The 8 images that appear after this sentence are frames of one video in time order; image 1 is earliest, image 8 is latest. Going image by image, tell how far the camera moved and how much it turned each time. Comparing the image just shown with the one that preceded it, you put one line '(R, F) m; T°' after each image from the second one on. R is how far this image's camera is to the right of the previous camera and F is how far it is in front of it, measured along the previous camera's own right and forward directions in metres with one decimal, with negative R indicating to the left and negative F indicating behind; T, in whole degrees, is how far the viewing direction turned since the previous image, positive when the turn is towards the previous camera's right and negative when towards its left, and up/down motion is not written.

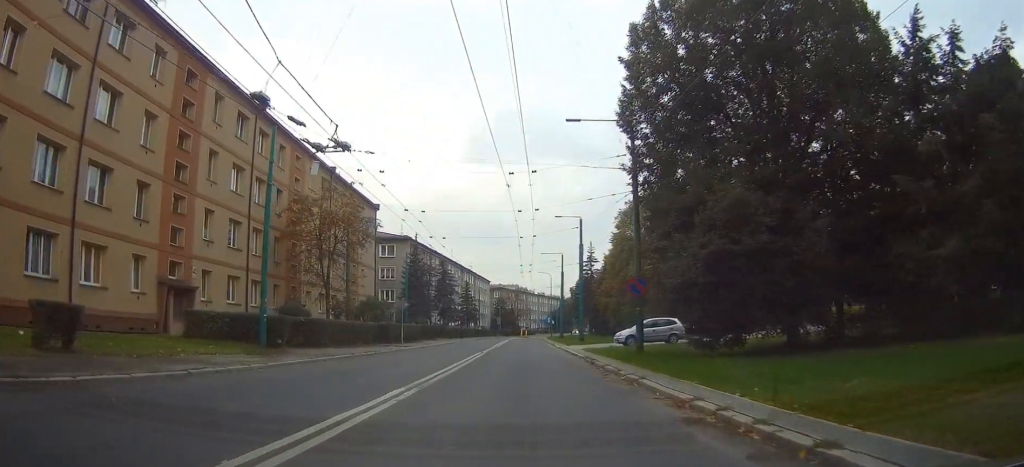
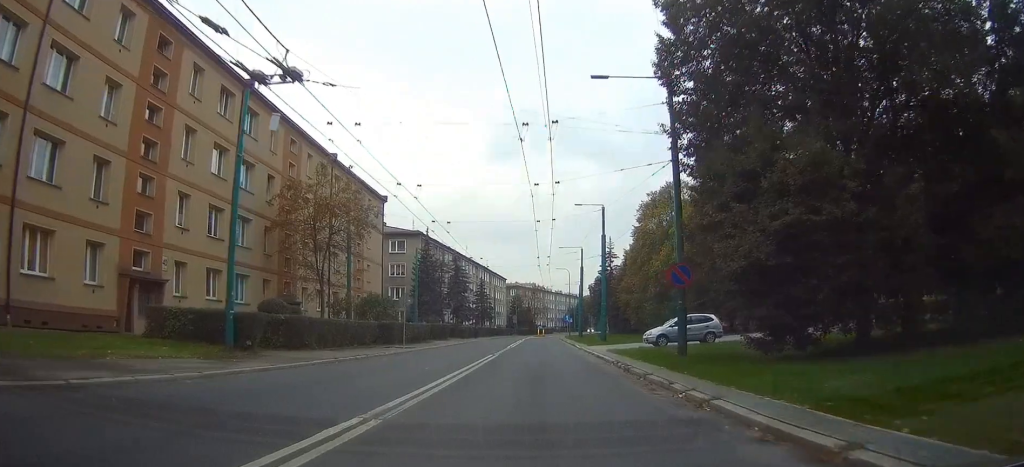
(-0.2, +4.3) m; -3°
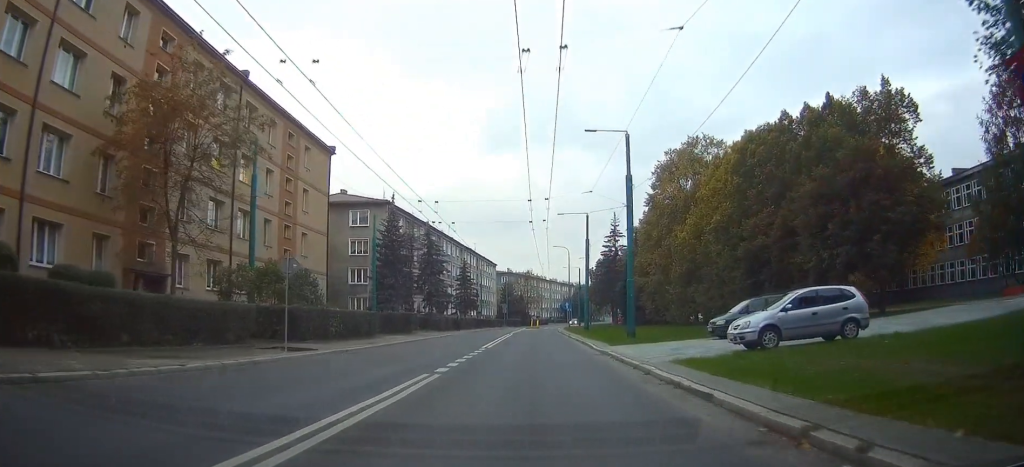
(-0.9, +15.9) m; -2°
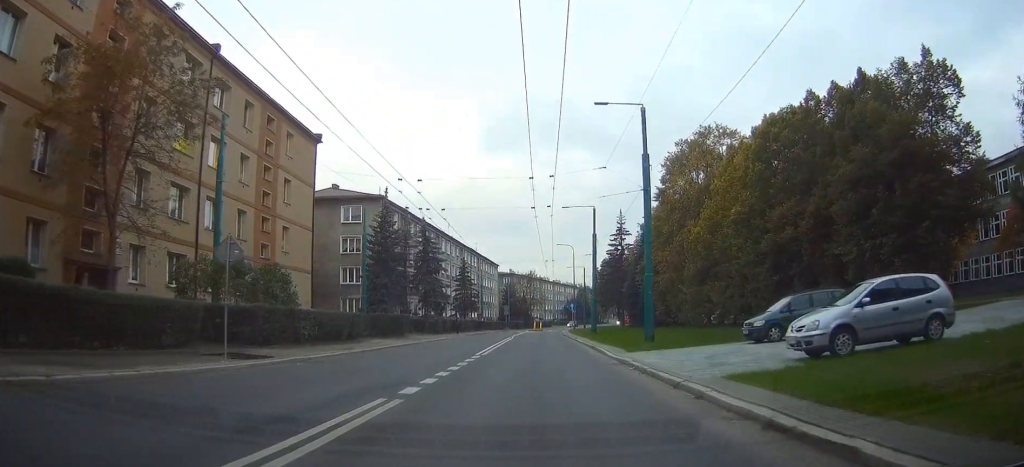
(+0.1, +4.4) m; +1°
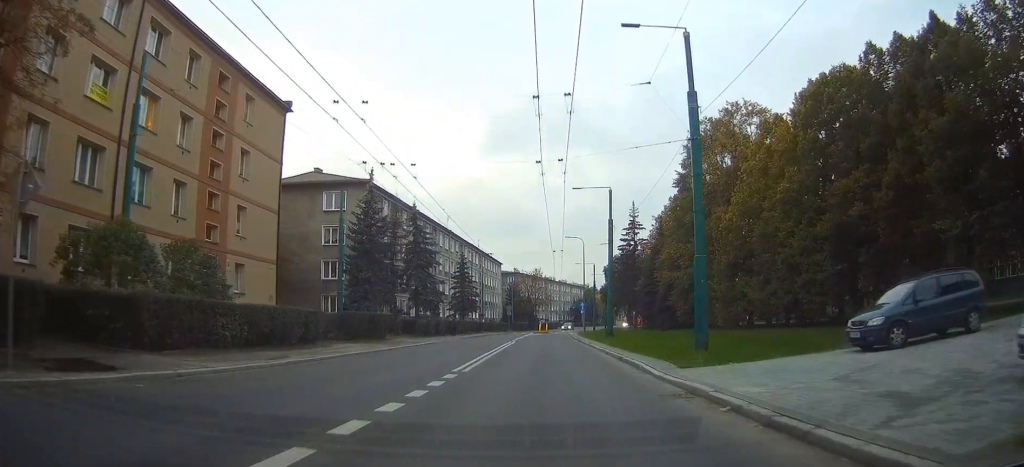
(+0.1, +8.0) m; 0°
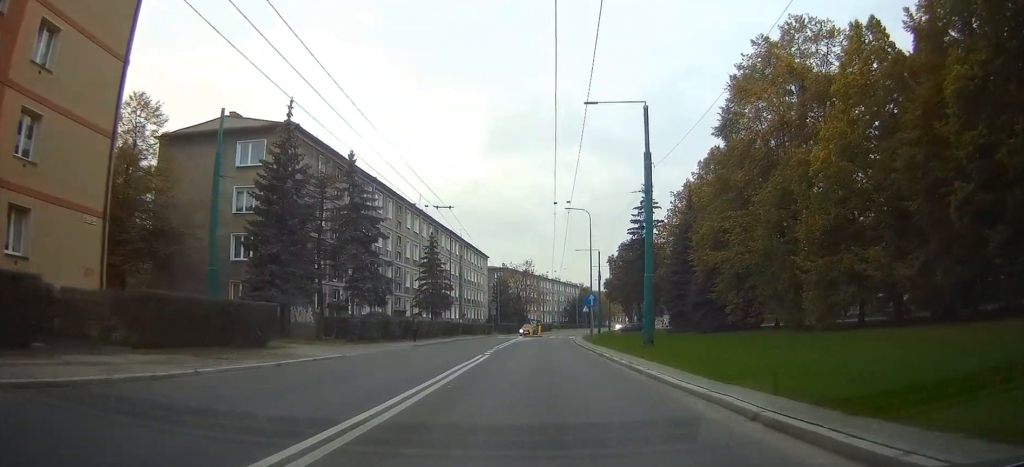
(-0.3, +18.5) m; 0°
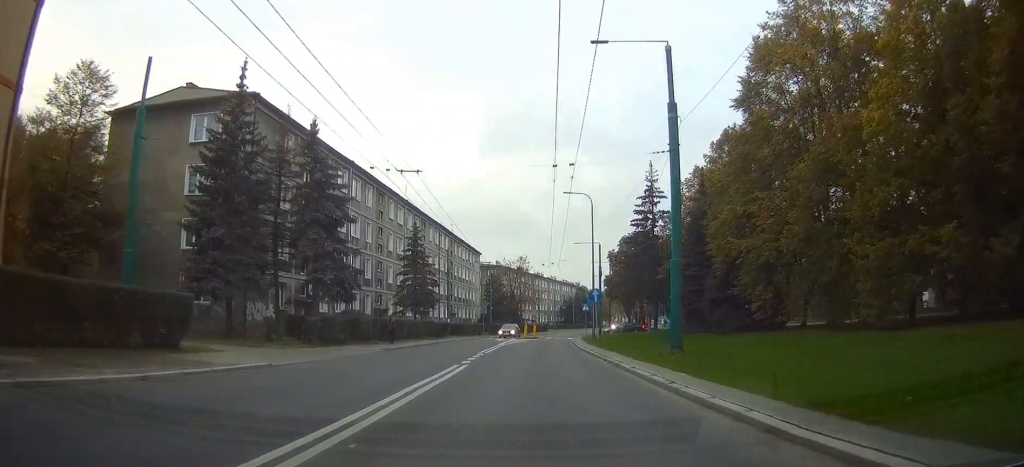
(0.0, +6.3) m; +1°
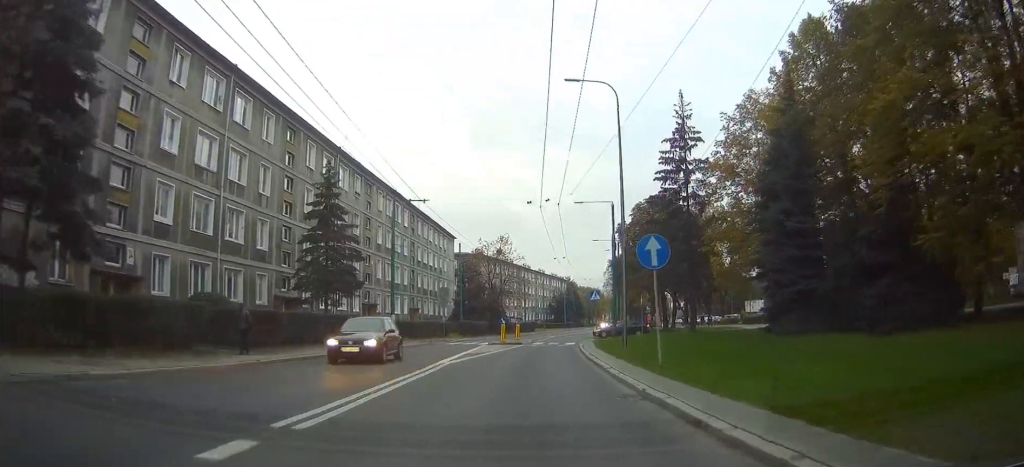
(+0.3, +20.0) m; +2°
